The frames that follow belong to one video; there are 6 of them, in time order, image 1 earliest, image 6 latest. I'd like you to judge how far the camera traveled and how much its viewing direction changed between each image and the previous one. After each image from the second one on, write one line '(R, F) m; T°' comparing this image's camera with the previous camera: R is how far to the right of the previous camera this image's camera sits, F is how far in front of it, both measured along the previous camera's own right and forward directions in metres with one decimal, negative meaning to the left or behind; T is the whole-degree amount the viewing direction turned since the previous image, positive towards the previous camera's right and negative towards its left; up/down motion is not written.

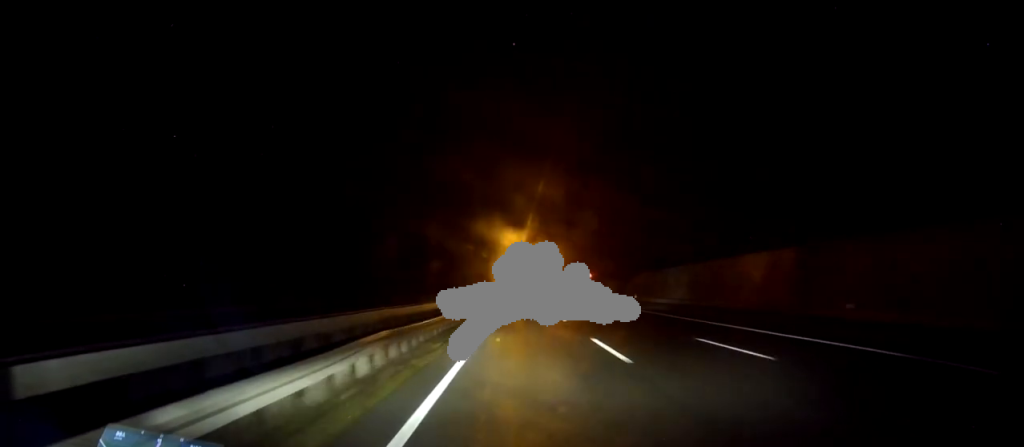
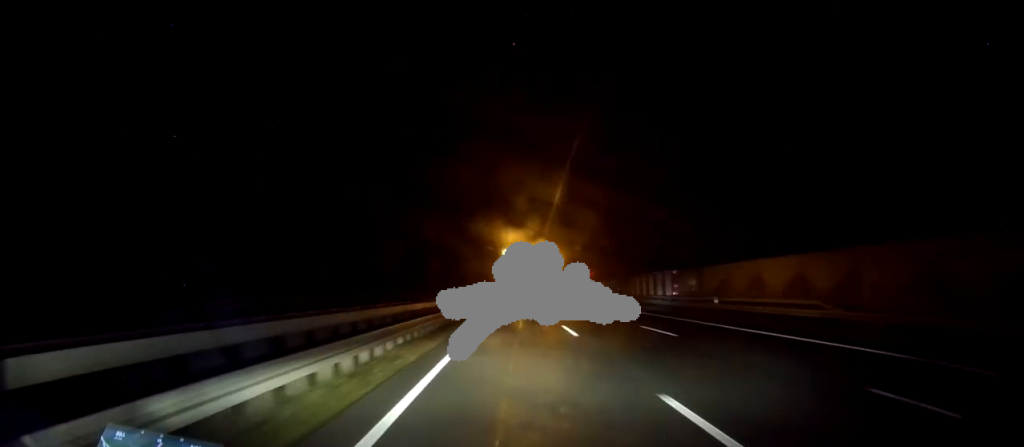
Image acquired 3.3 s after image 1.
(+0.9, +82.9) m; +2°
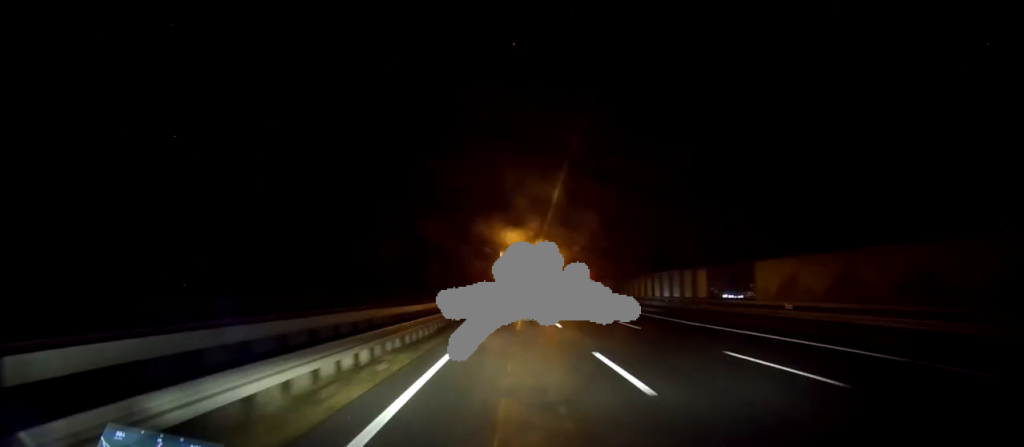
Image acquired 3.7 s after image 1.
(0.0, +11.5) m; 0°
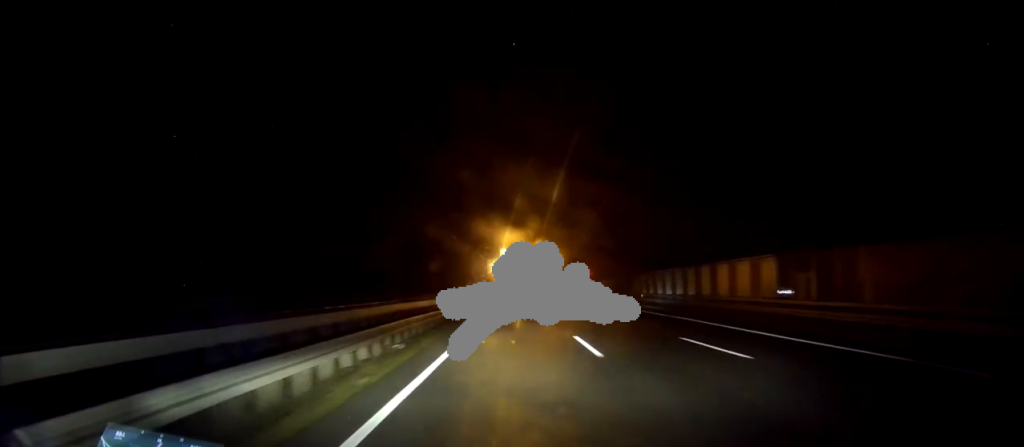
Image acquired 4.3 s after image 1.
(-0.1, +13.6) m; +1°
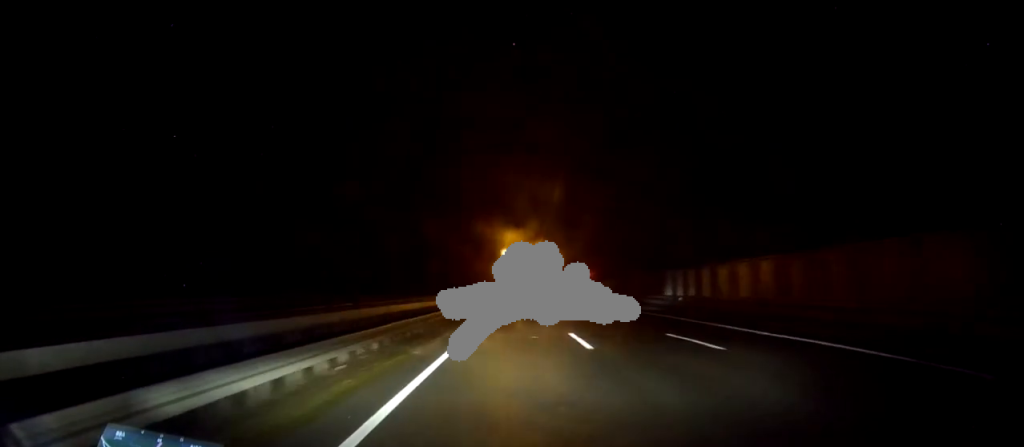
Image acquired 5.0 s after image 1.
(+0.2, +16.2) m; +1°
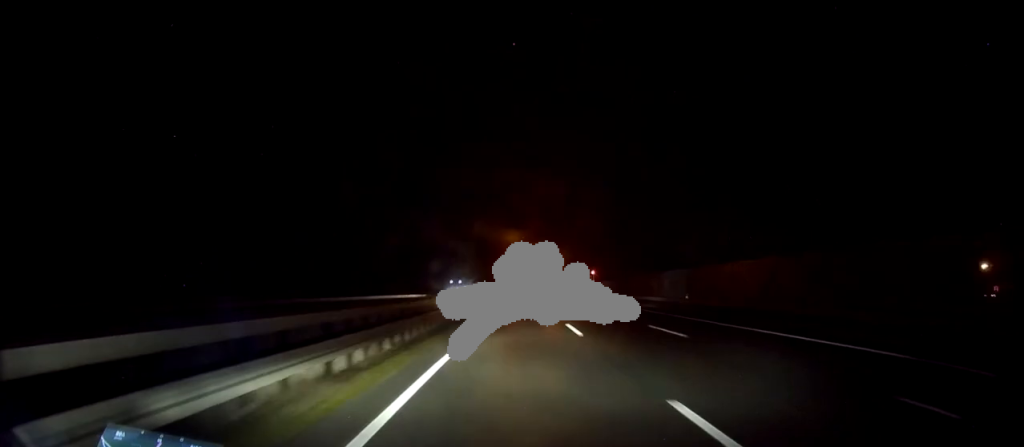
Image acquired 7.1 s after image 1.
(+0.4, +50.5) m; +1°
